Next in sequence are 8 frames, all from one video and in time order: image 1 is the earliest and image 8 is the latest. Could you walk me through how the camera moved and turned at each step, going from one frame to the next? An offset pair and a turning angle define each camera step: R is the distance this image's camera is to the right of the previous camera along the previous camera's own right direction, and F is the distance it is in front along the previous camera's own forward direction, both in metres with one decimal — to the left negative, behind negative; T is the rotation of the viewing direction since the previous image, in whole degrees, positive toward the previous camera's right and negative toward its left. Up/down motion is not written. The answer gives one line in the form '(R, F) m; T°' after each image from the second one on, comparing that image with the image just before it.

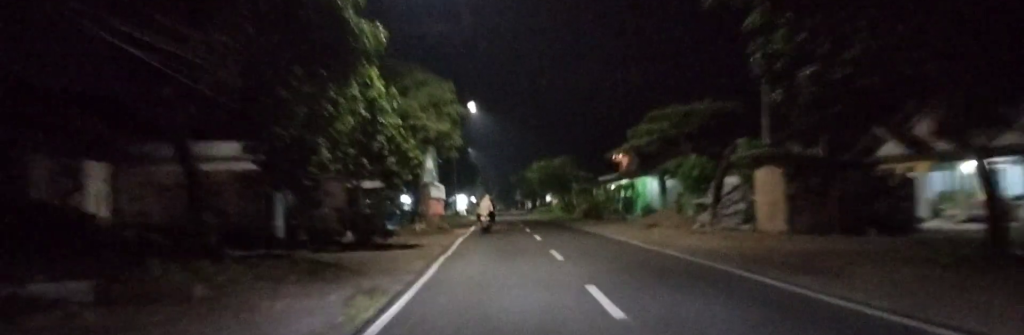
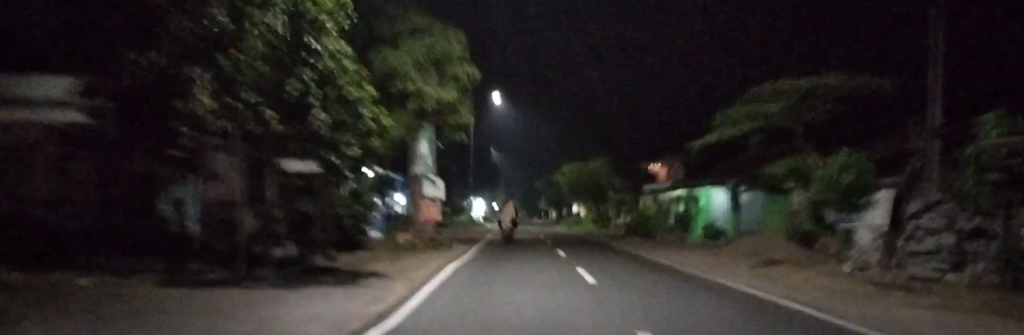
(-0.2, +10.5) m; -2°
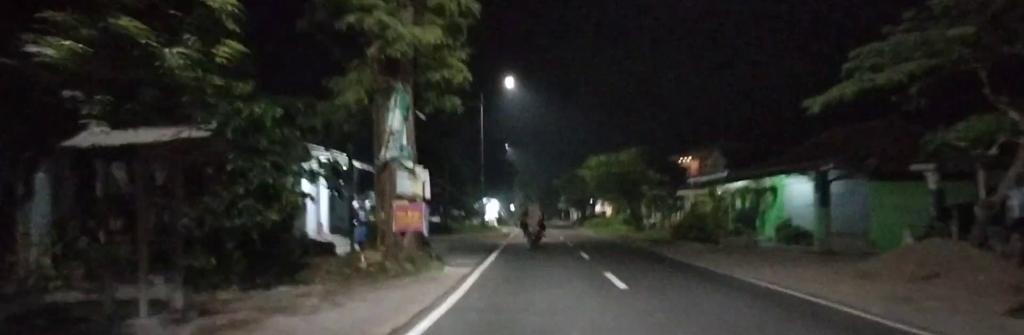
(-0.1, +7.9) m; 0°
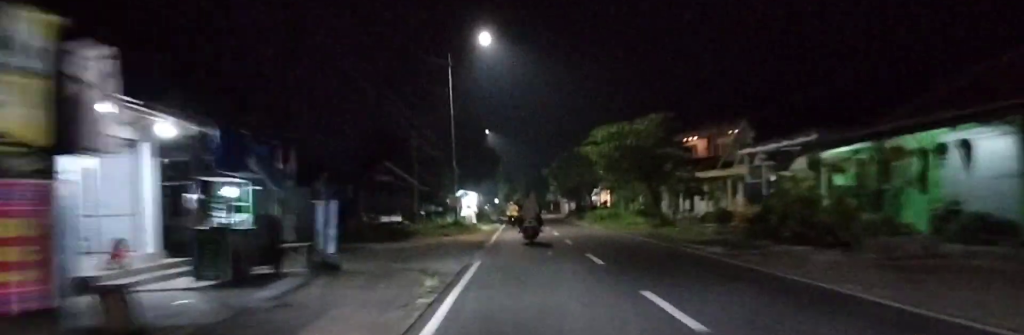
(+0.1, +12.8) m; +1°
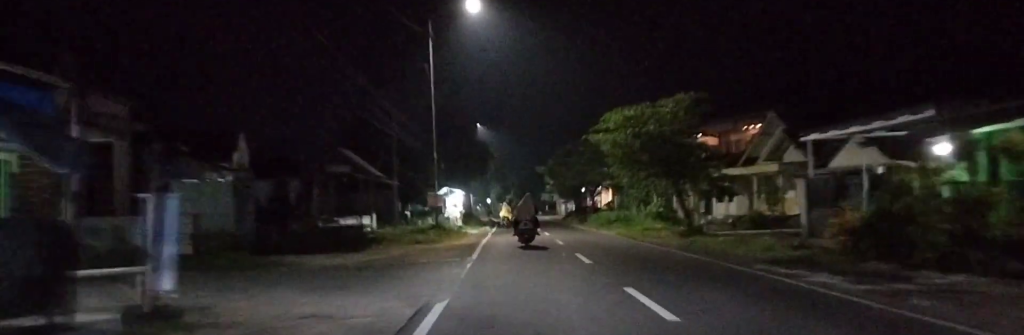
(0.0, +7.0) m; +1°
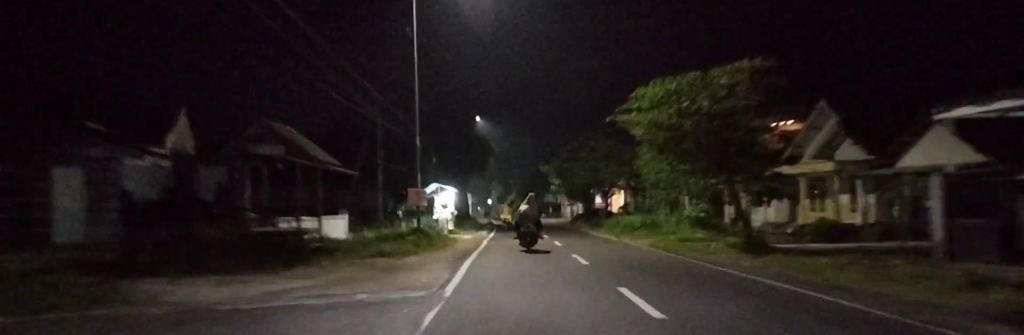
(0.0, +7.0) m; 0°
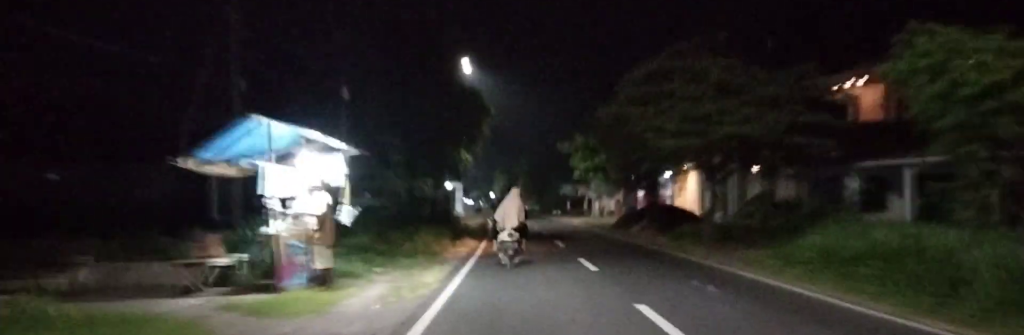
(-1.0, +25.3) m; -3°
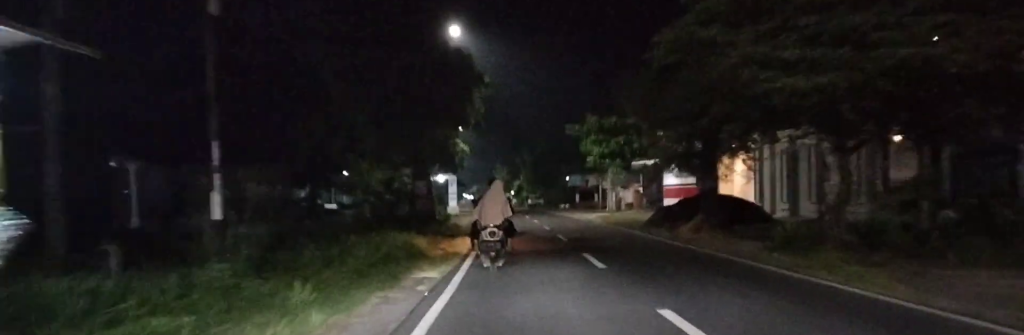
(+0.1, +8.6) m; +1°
